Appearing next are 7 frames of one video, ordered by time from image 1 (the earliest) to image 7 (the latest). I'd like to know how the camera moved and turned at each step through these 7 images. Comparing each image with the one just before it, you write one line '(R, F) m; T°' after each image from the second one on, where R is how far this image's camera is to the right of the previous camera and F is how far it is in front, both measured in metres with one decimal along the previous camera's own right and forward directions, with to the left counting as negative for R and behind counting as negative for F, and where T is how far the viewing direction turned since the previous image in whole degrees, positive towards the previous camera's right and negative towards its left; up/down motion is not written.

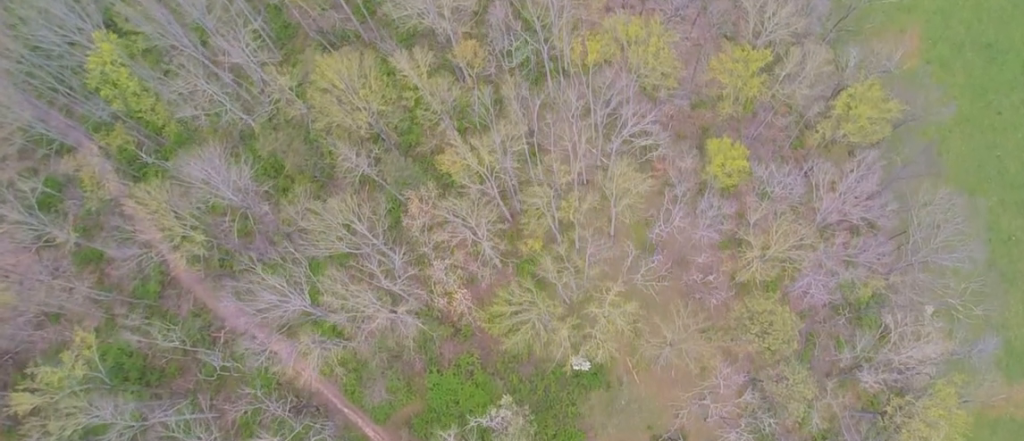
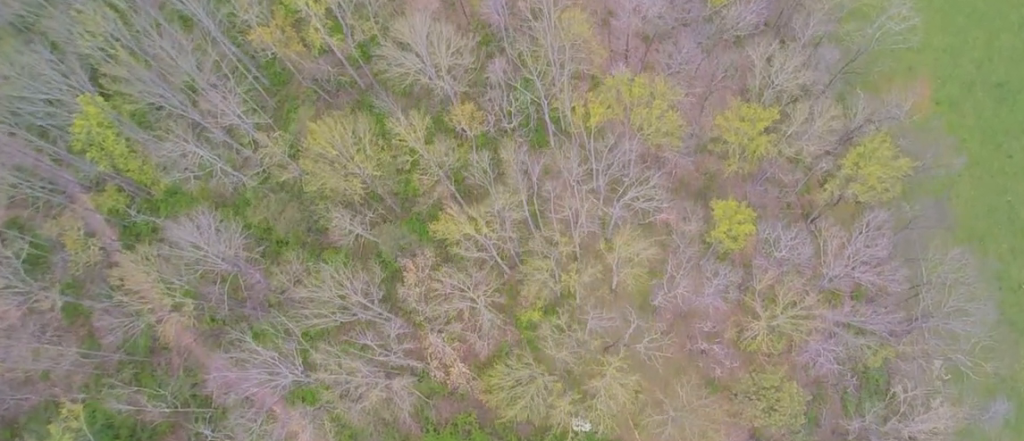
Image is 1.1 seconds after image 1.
(-0.3, +10.1) m; -2°
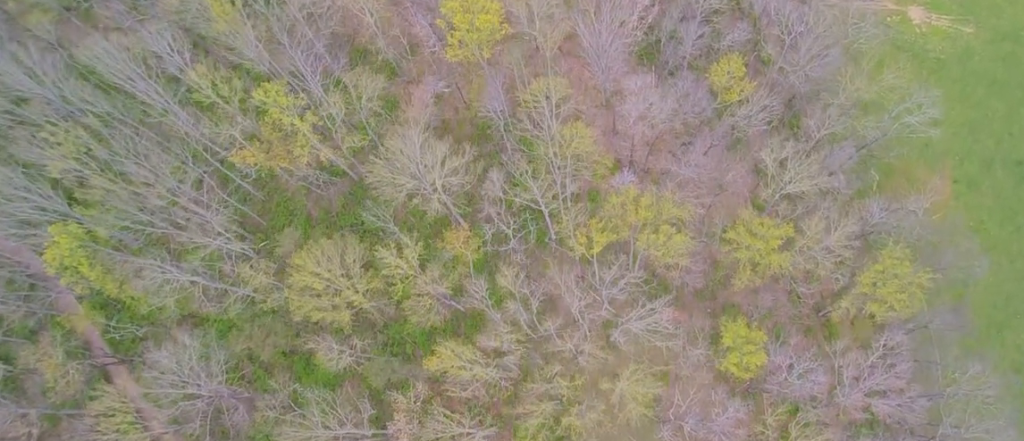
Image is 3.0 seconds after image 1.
(-0.1, +17.5) m; 0°
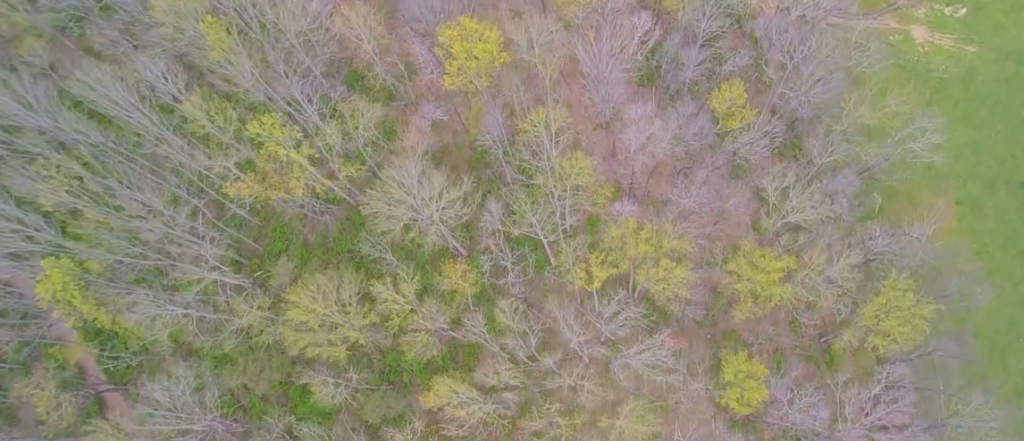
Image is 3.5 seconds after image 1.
(+0.1, +4.4) m; 0°
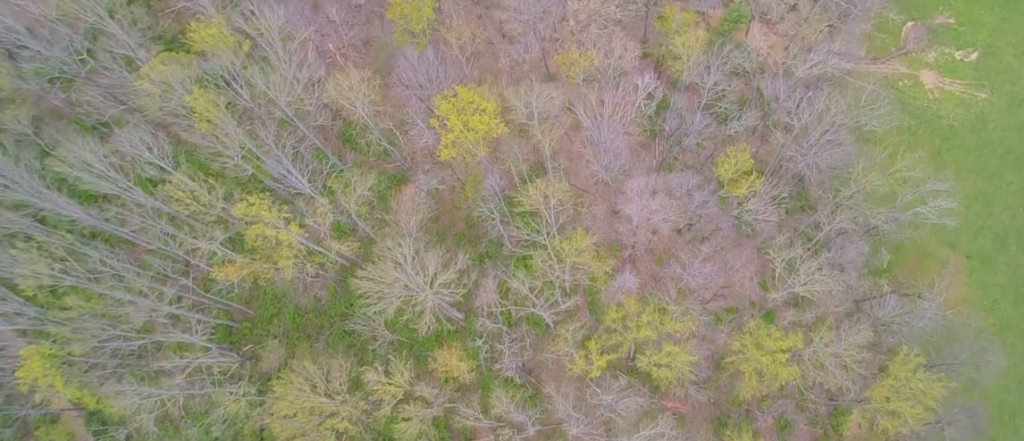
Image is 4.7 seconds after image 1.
(-0.1, +8.0) m; -1°
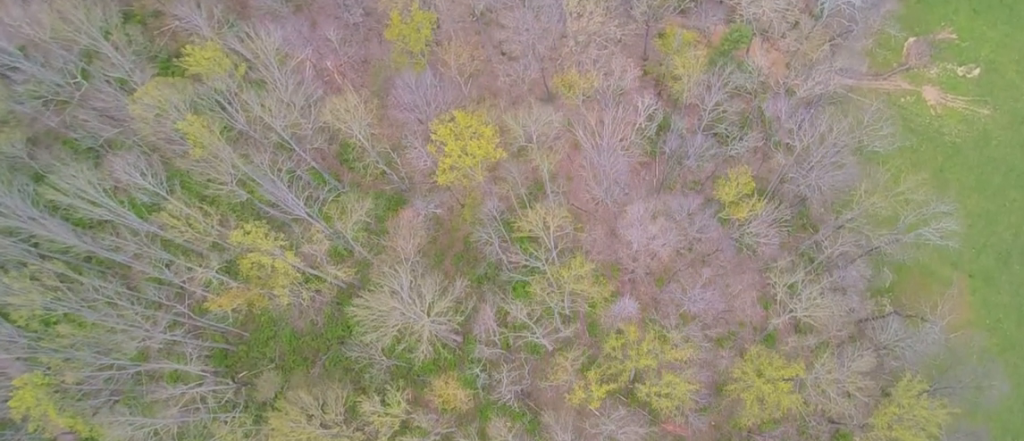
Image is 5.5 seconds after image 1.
(0.0, +2.1) m; +2°
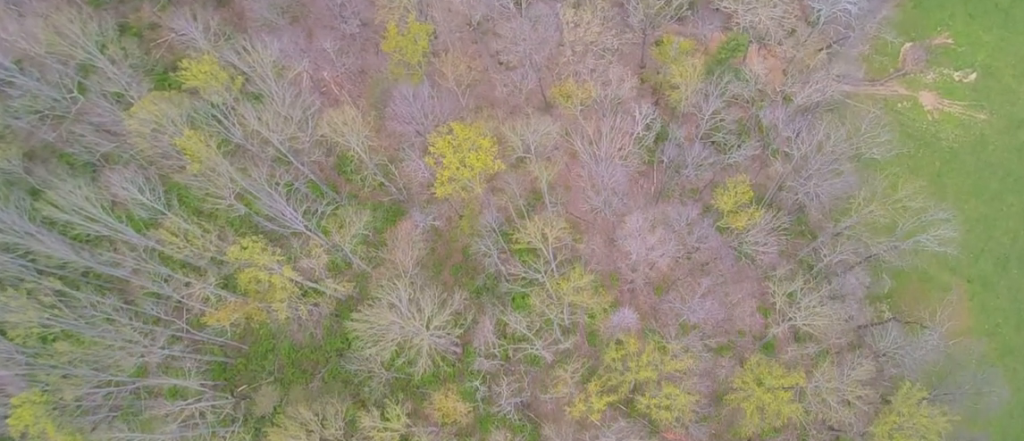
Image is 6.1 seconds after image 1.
(0.0, +1.9) m; +1°
